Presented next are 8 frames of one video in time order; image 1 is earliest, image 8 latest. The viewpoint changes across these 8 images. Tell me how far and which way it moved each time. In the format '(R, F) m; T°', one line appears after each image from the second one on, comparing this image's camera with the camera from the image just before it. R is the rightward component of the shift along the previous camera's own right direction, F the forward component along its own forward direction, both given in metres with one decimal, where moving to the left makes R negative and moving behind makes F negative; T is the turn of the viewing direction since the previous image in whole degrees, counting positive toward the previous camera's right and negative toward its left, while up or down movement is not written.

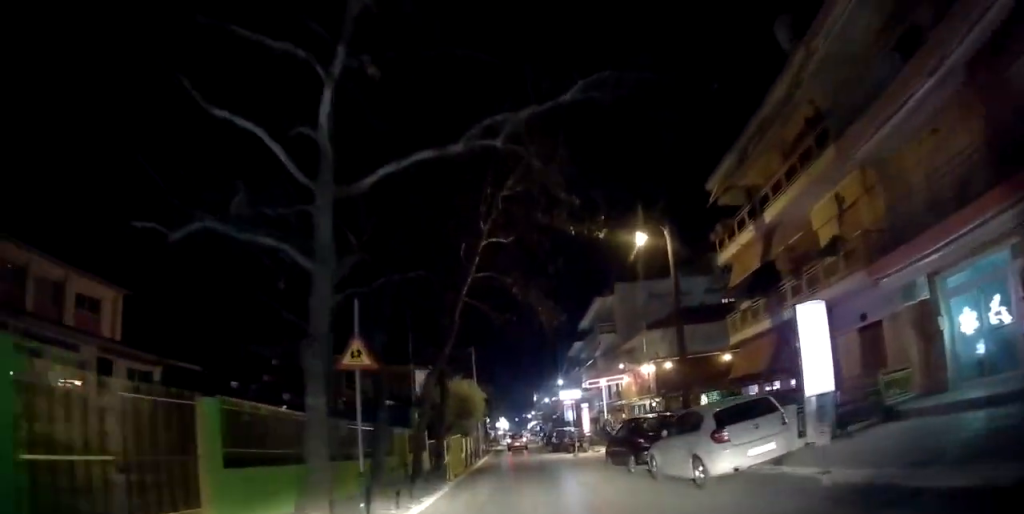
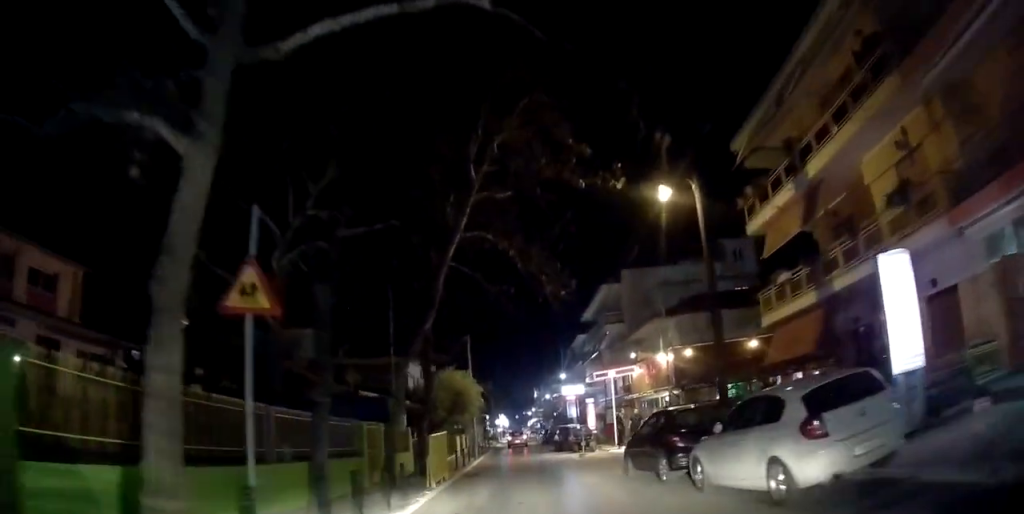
(0.0, +3.3) m; -1°
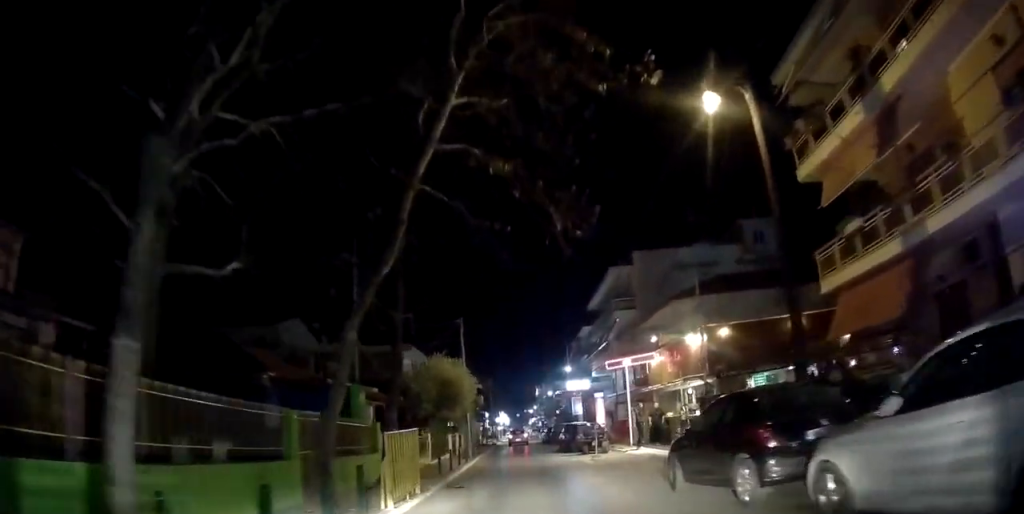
(+0.1, +4.2) m; -2°
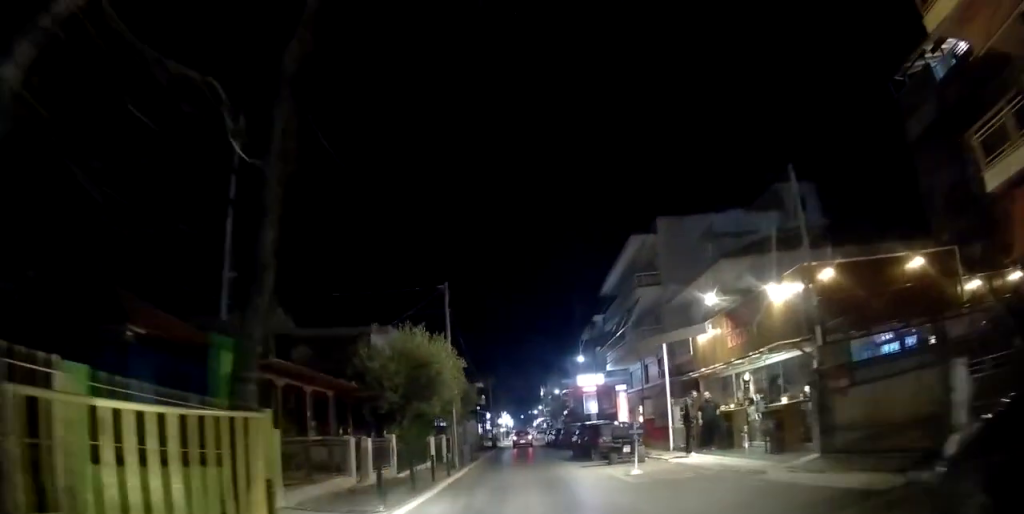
(-0.4, +6.9) m; 0°
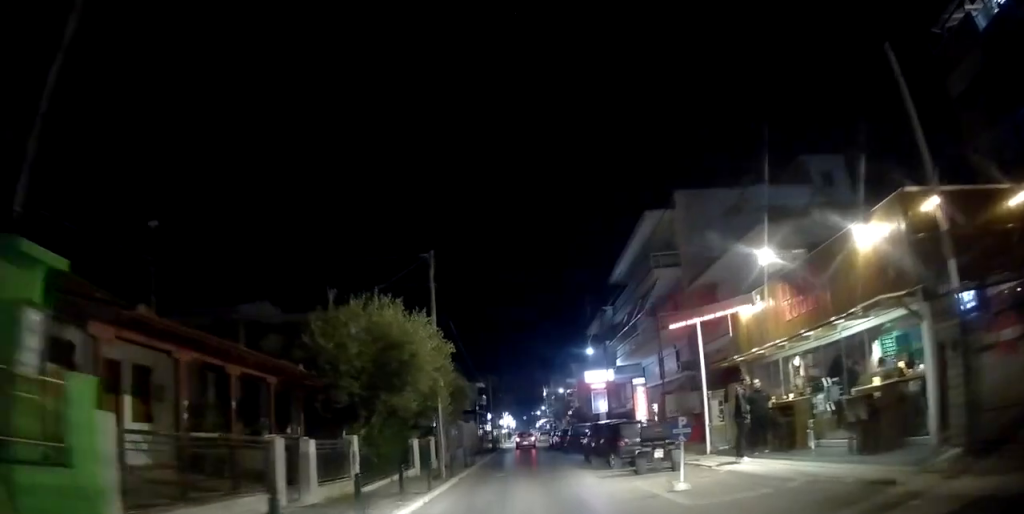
(+0.2, +4.0) m; +1°
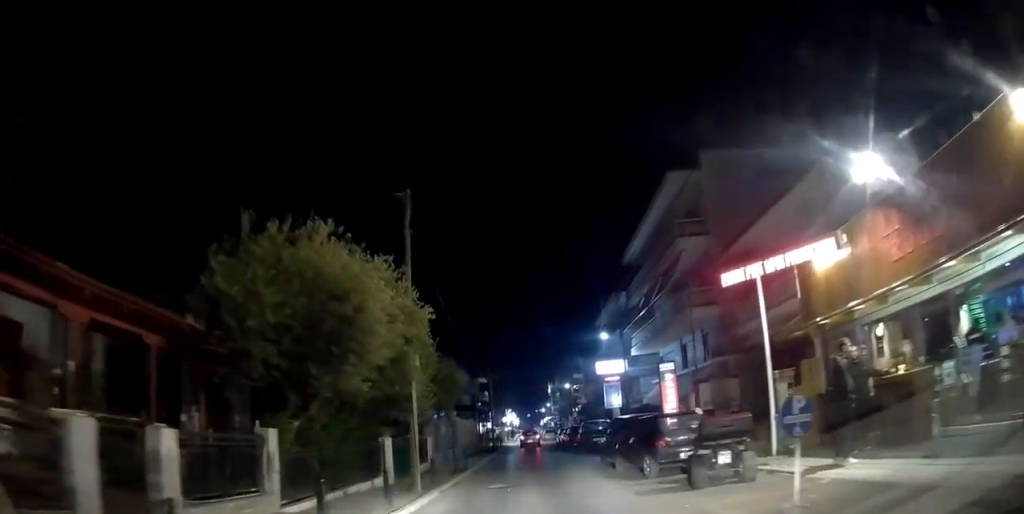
(+0.2, +4.4) m; +2°
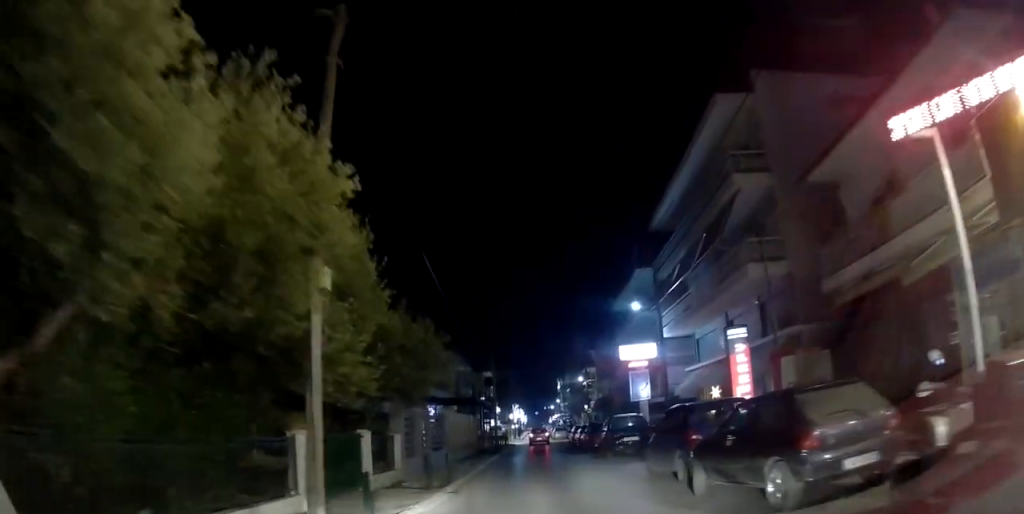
(0.0, +6.5) m; -3°
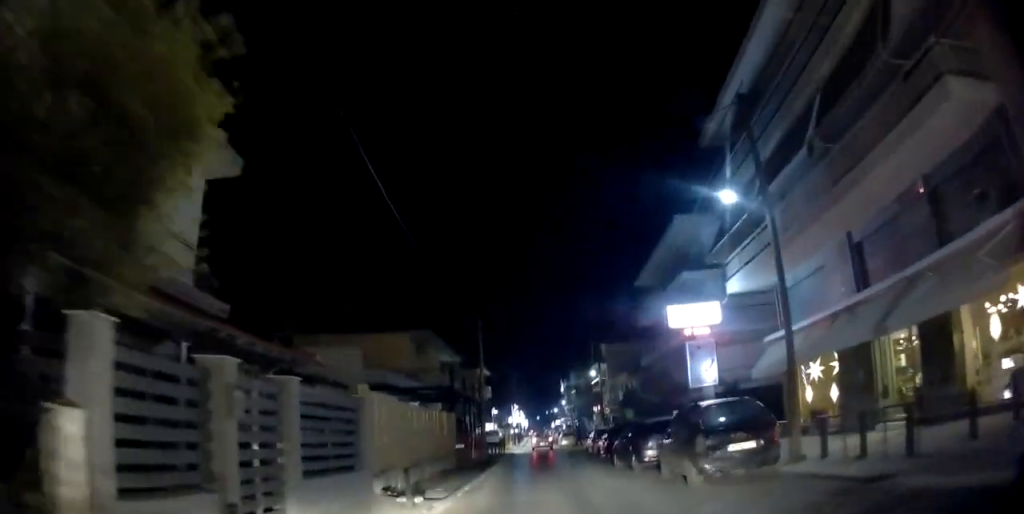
(-0.6, +10.9) m; -2°
